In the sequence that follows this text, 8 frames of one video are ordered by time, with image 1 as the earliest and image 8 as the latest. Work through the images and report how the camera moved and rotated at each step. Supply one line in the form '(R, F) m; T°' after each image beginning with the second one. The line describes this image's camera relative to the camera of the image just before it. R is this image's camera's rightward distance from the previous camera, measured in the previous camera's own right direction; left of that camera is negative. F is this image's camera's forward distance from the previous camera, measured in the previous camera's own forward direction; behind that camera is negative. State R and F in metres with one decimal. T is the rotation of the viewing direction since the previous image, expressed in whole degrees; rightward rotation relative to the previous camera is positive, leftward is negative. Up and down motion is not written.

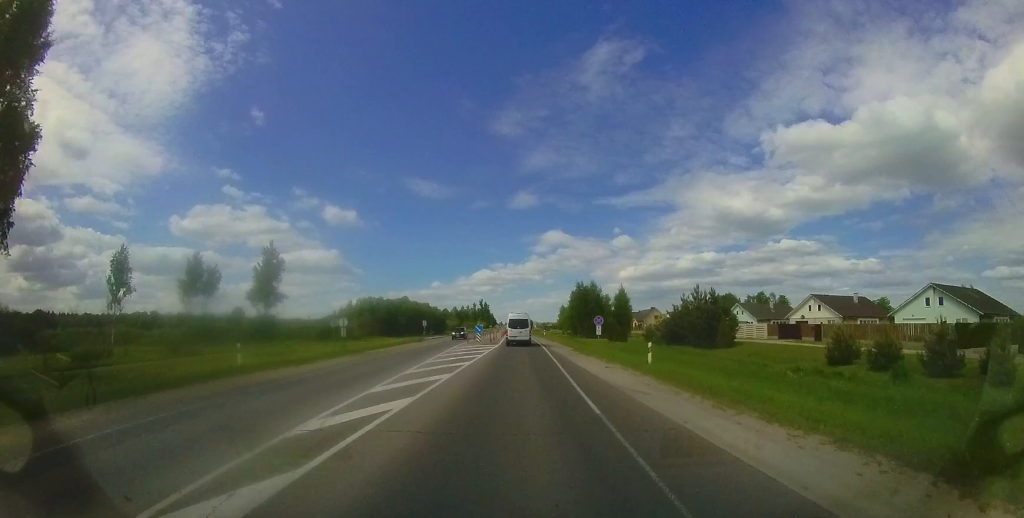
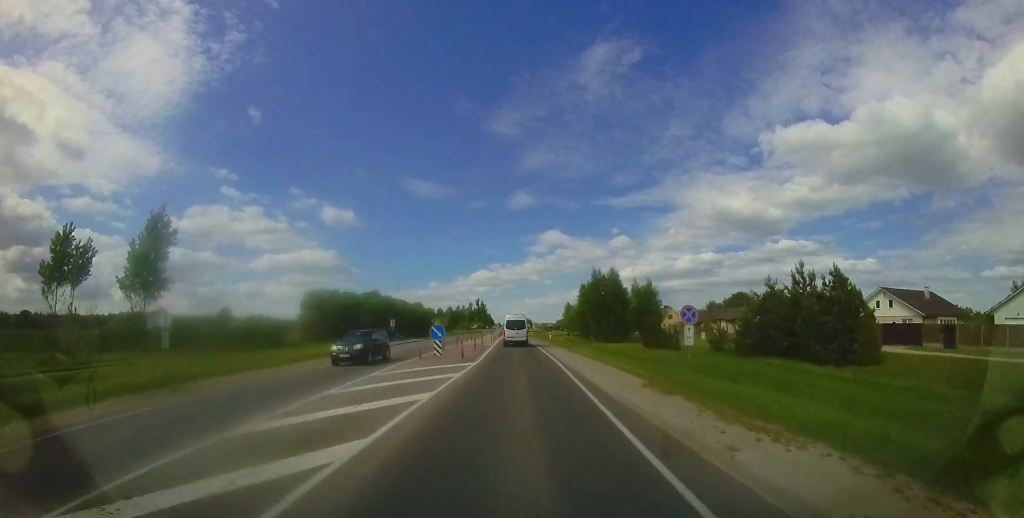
(+0.1, +15.7) m; +1°
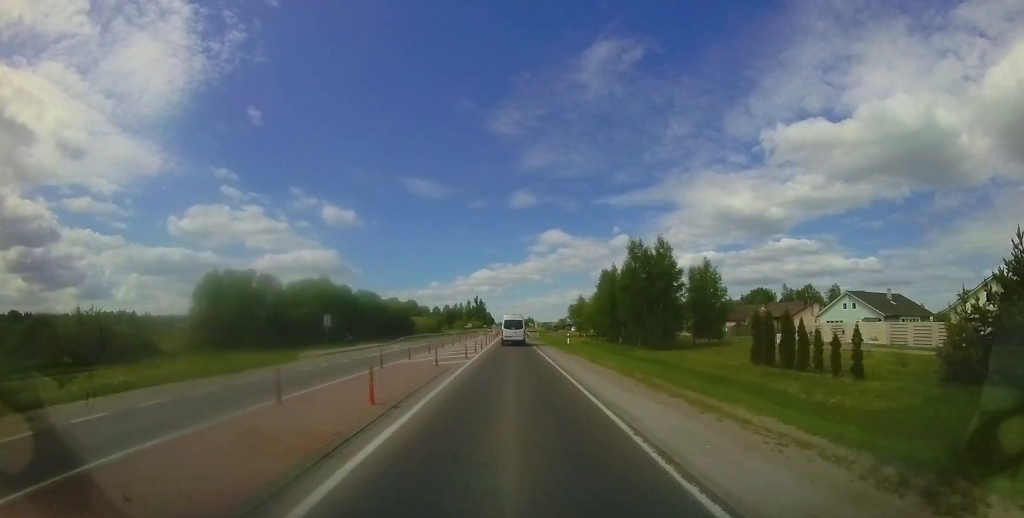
(+0.1, +18.0) m; 0°
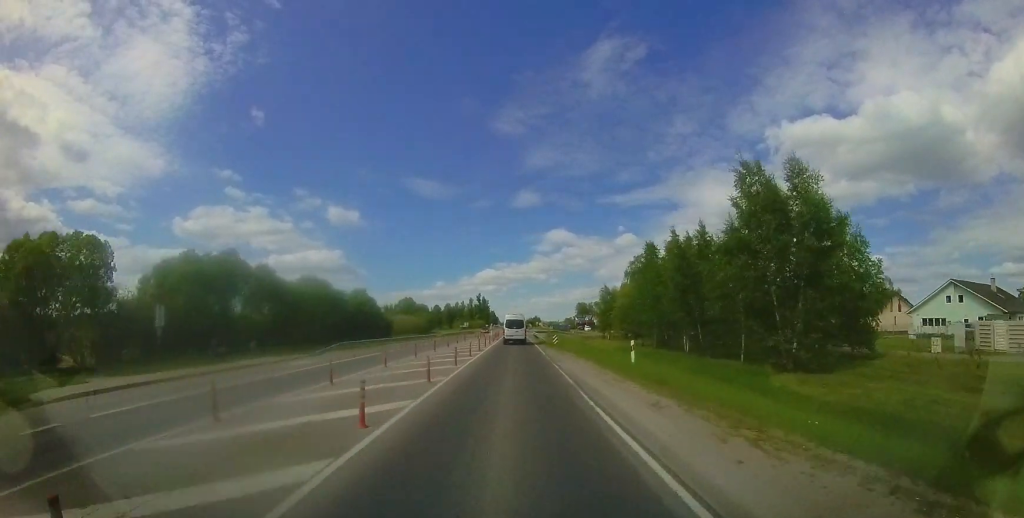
(-0.1, +17.1) m; 0°
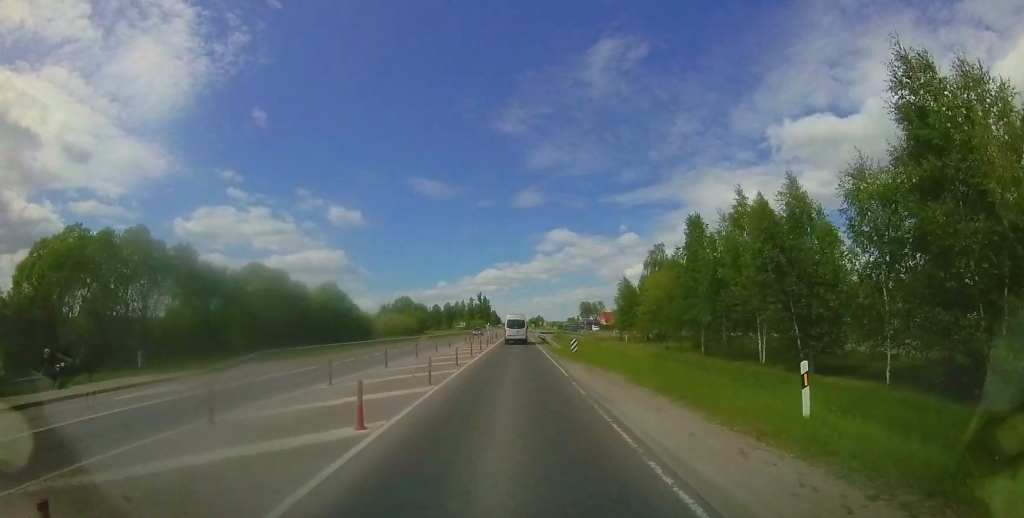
(0.0, +9.3) m; 0°
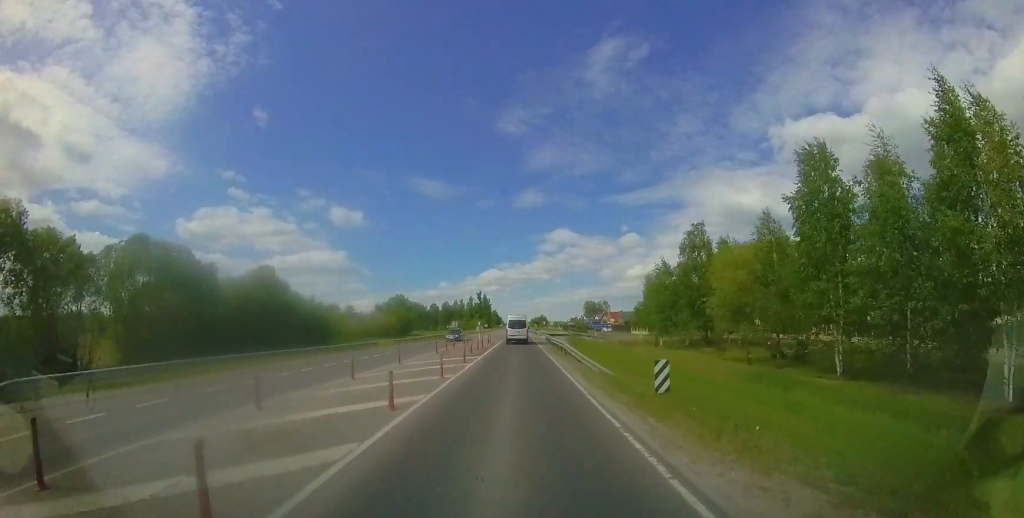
(0.0, +12.4) m; 0°
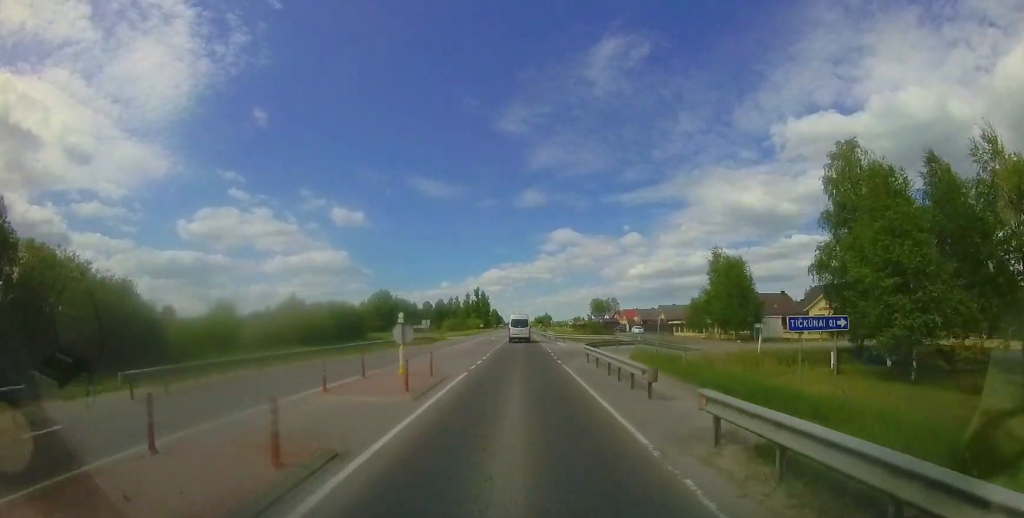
(-0.3, +23.4) m; -1°
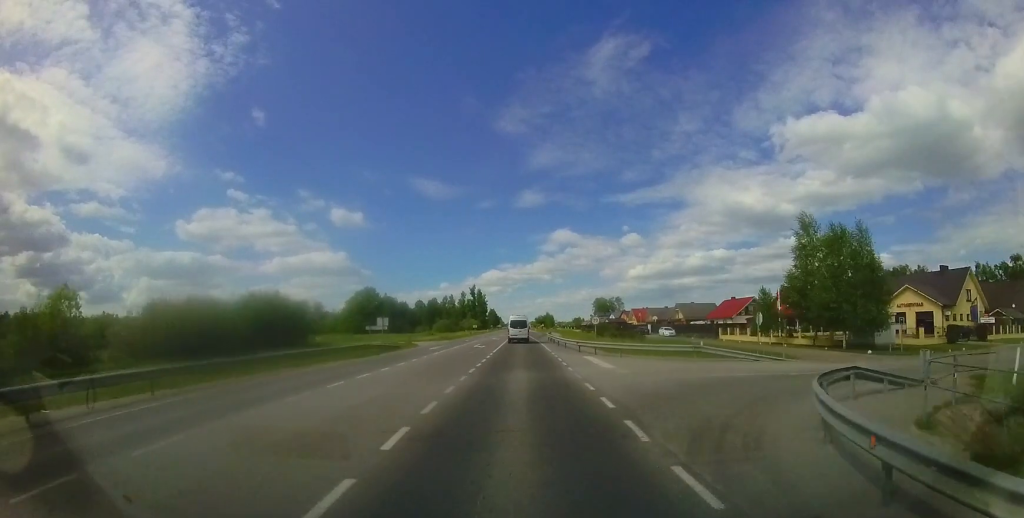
(0.0, +14.9) m; 0°
